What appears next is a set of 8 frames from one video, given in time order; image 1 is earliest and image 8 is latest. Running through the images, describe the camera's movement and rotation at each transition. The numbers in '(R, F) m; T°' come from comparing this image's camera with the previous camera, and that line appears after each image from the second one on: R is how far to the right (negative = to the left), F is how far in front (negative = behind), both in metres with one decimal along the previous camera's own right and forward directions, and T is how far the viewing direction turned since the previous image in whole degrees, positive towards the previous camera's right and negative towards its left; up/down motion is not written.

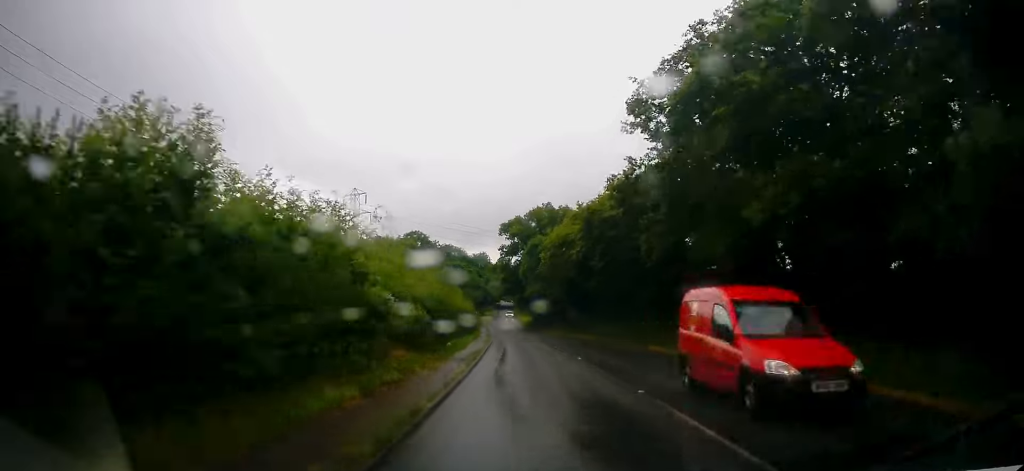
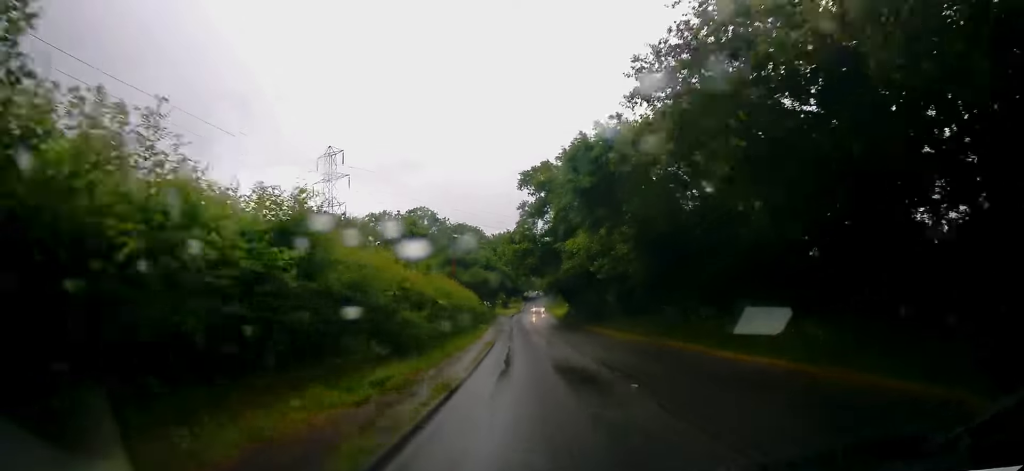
(-0.3, +25.8) m; -3°
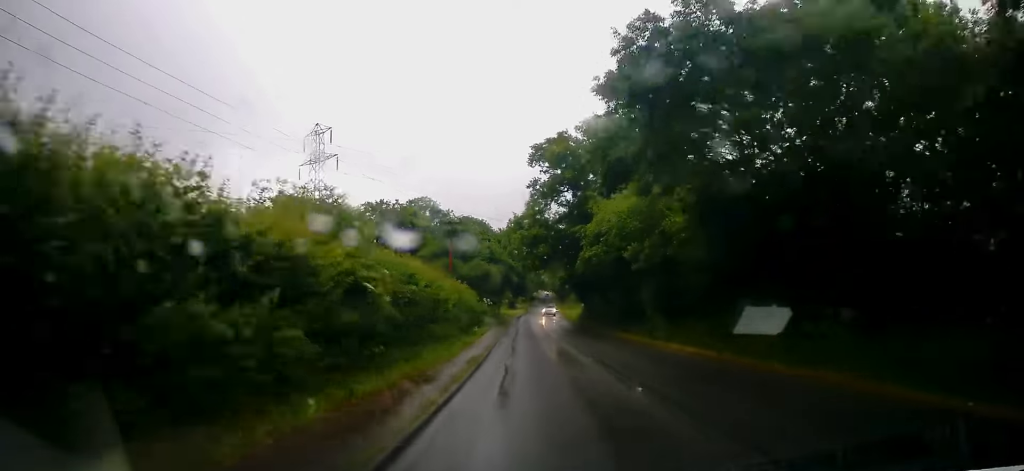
(-0.4, +9.4) m; -1°
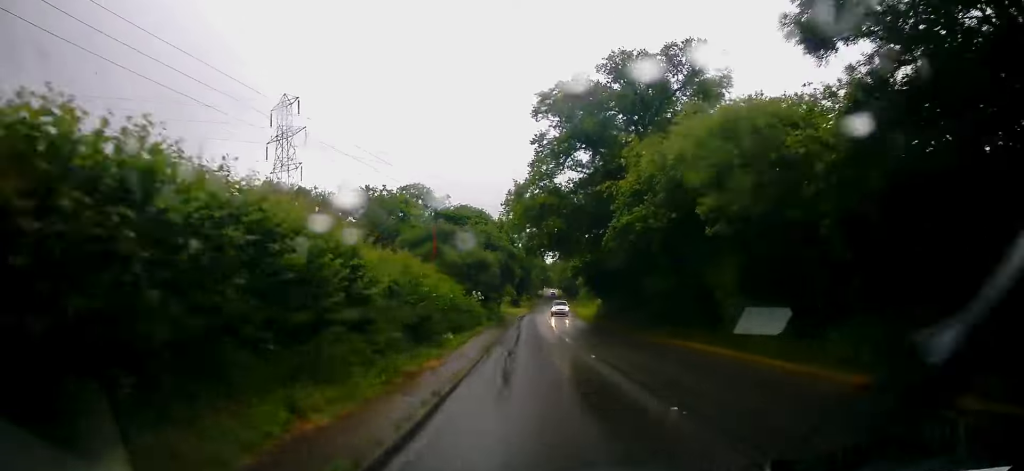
(-0.2, +11.3) m; -1°
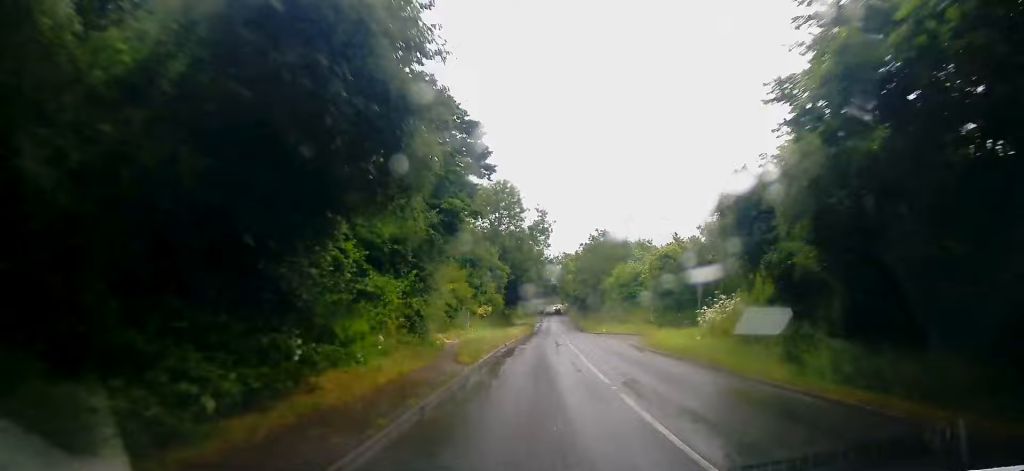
(+0.2, +41.7) m; +1°
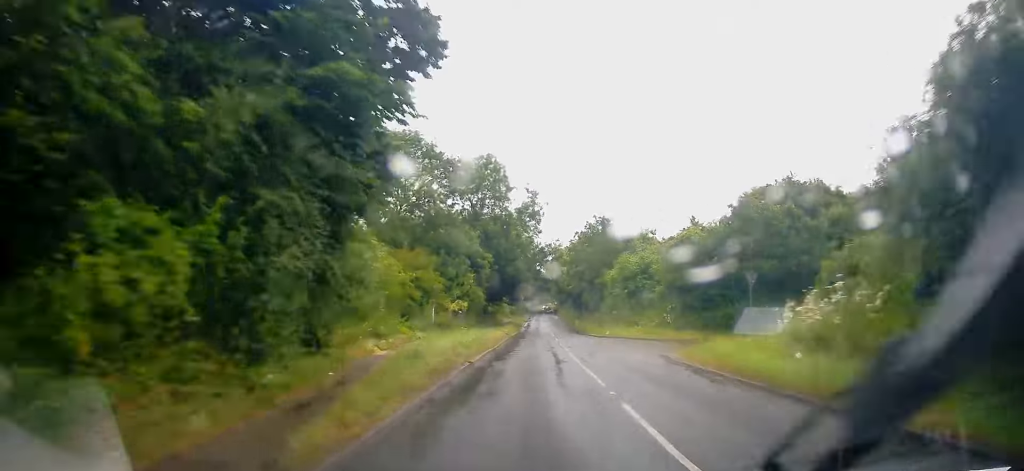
(+0.2, +10.2) m; +1°
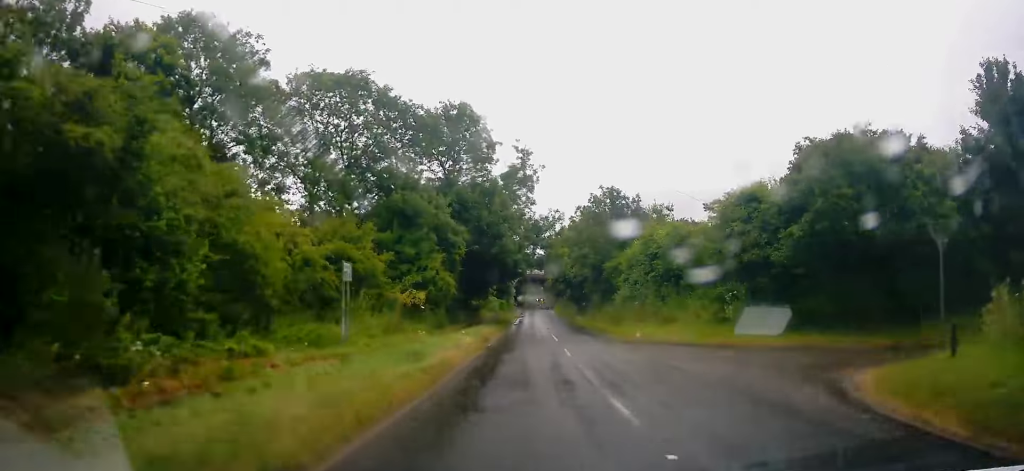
(-0.1, +13.4) m; 0°
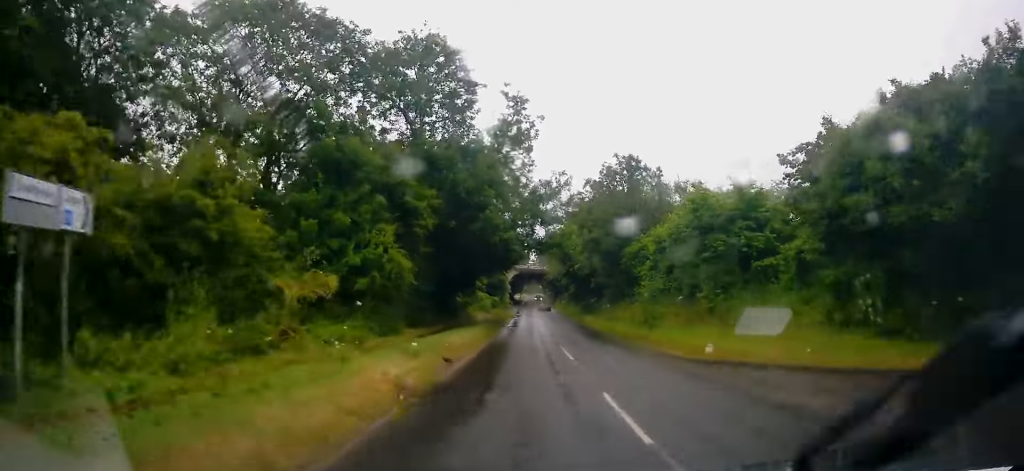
(0.0, +12.1) m; 0°
